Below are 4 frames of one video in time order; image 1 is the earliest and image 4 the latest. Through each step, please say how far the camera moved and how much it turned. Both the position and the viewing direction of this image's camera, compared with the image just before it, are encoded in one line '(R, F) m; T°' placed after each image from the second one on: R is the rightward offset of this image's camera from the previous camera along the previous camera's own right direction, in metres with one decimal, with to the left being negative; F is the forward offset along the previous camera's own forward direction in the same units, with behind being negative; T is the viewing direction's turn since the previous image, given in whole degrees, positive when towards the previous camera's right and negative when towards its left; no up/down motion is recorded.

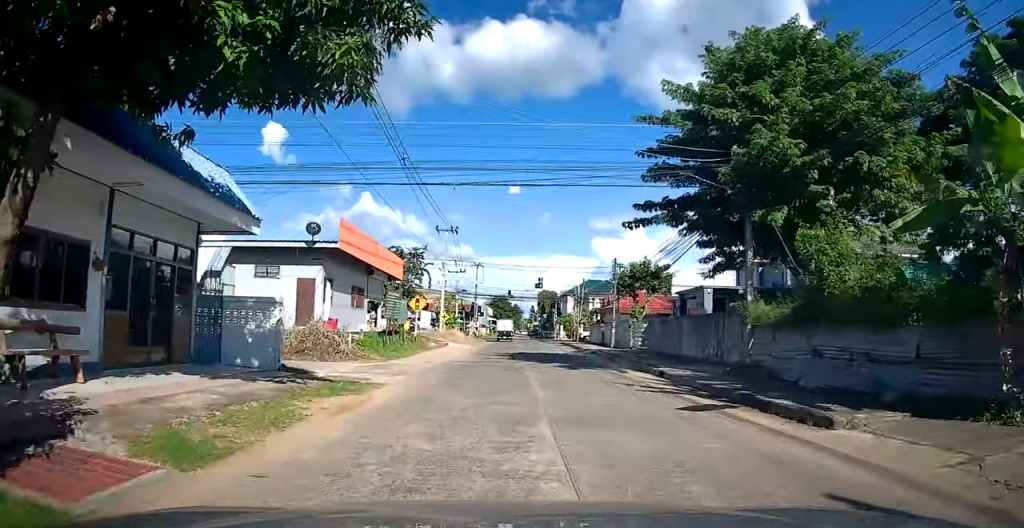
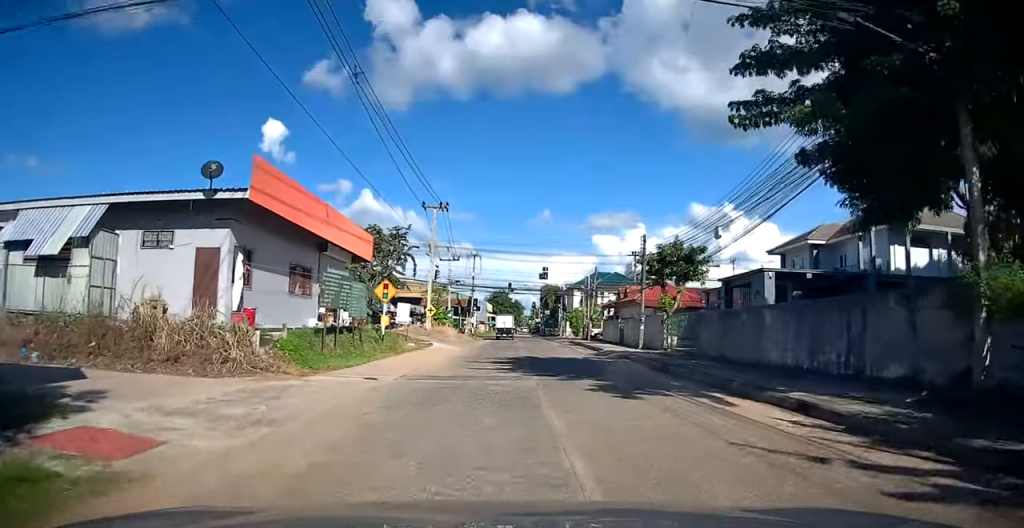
(+0.1, +8.5) m; 0°
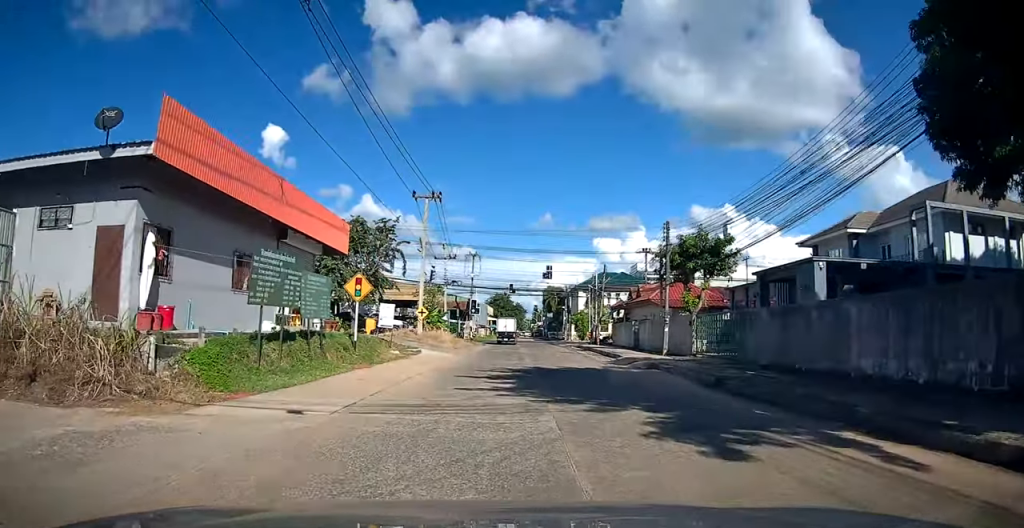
(-0.1, +4.5) m; +1°
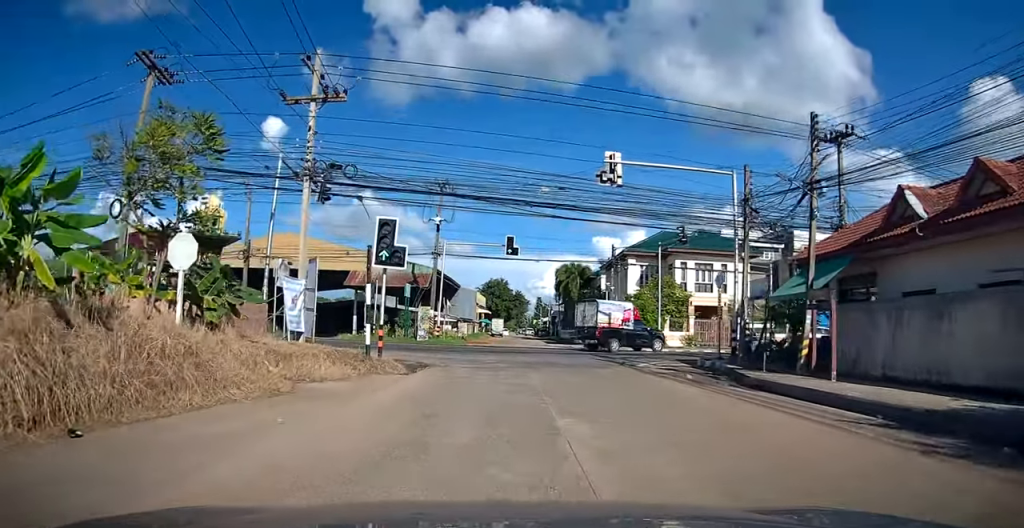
(0.0, +36.1) m; -2°
